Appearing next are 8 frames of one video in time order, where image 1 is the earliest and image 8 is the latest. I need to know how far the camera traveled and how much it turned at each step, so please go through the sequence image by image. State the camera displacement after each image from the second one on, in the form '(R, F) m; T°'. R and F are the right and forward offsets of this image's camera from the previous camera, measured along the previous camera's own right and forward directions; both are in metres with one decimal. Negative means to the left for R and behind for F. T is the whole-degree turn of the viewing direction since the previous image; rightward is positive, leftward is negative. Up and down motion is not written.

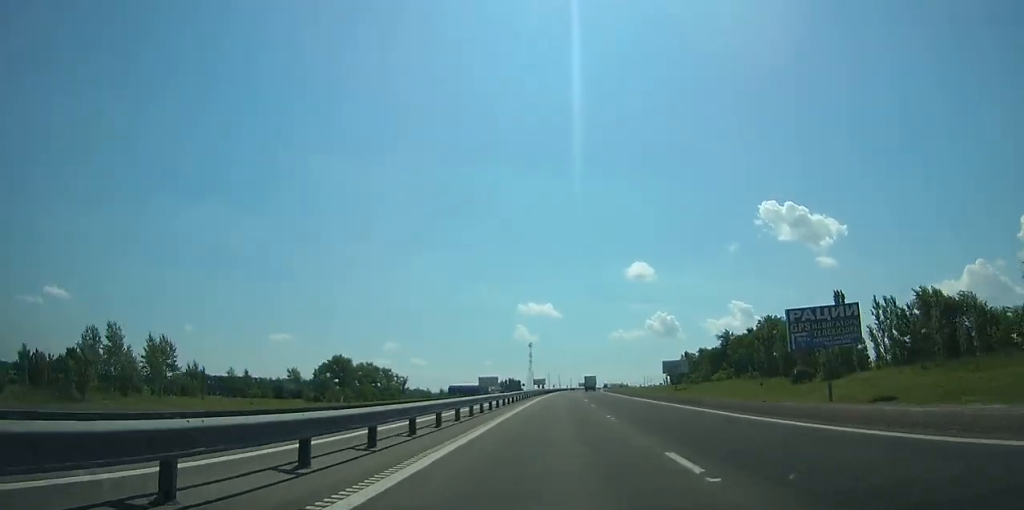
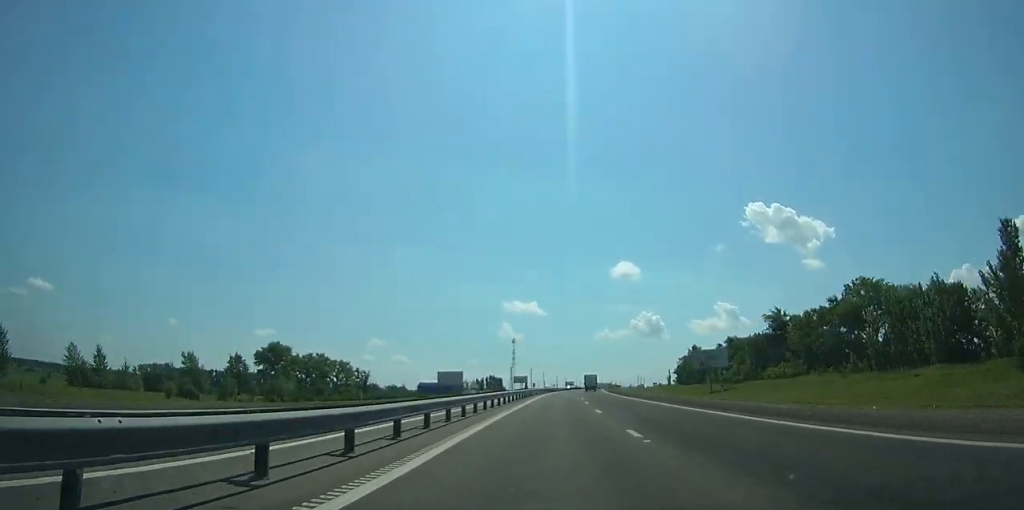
(+0.7, +41.2) m; +1°
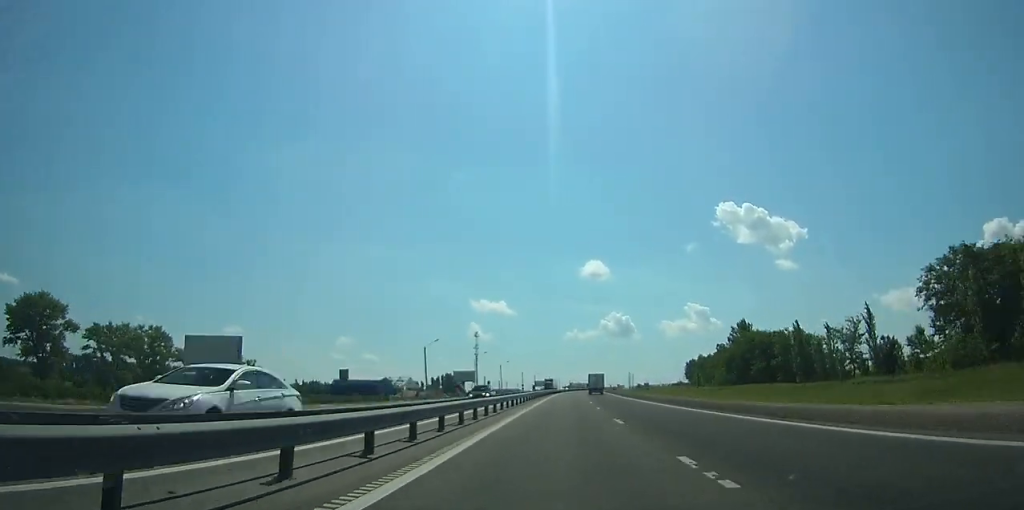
(+2.1, +87.4) m; +3°
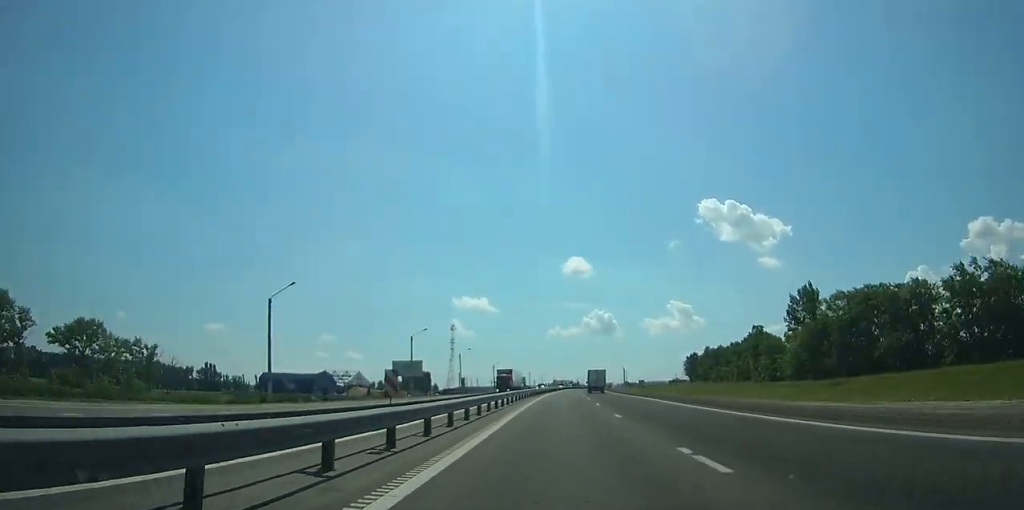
(+0.2, +49.0) m; +2°
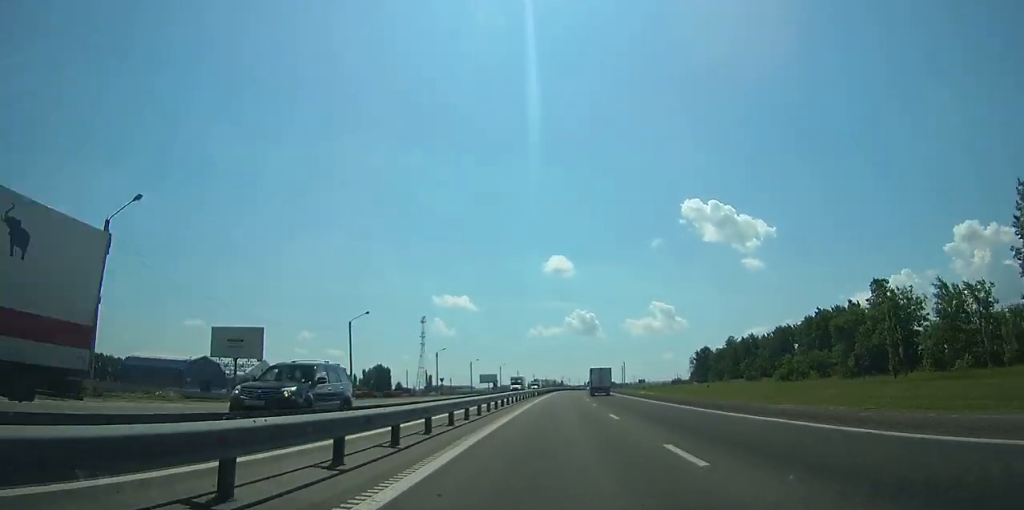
(+1.2, +59.7) m; +2°
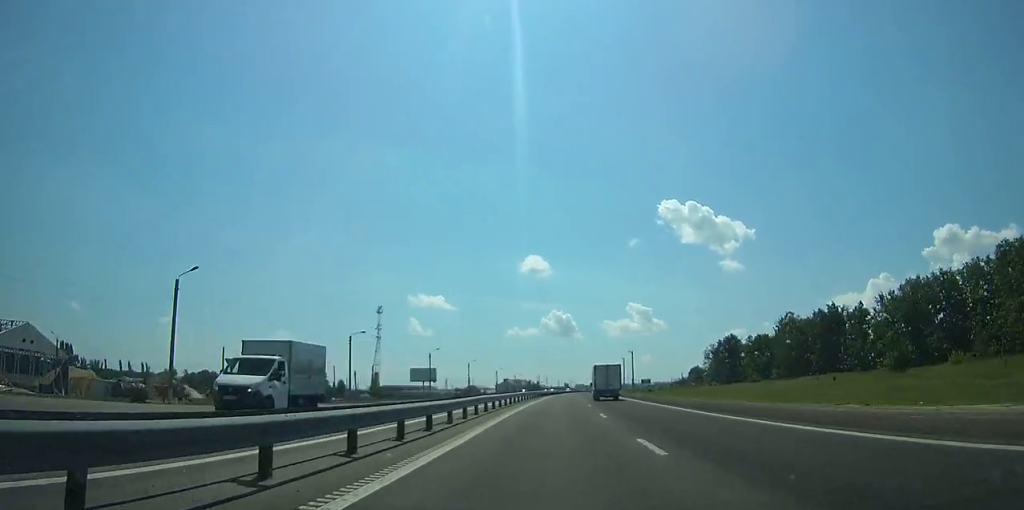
(+1.5, +71.5) m; +2°
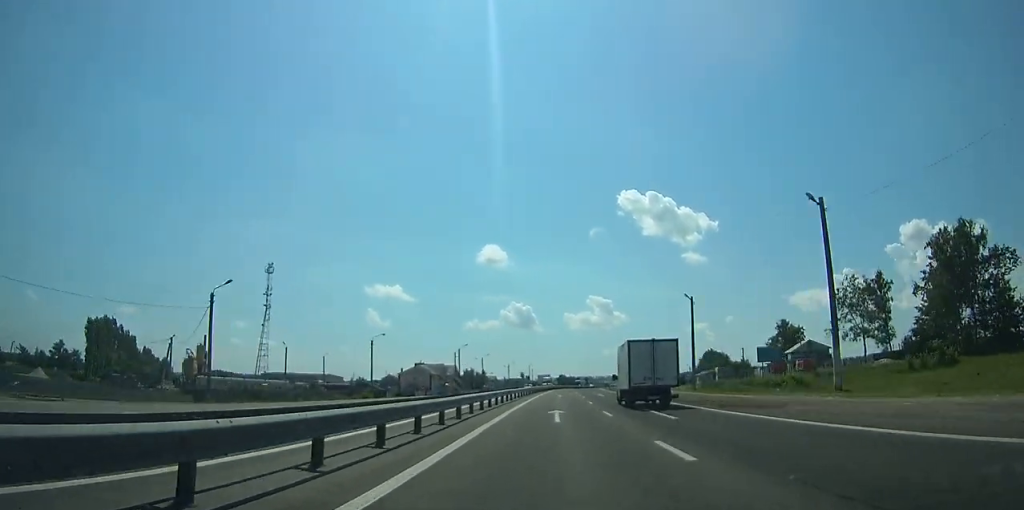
(+4.2, +129.2) m; +4°
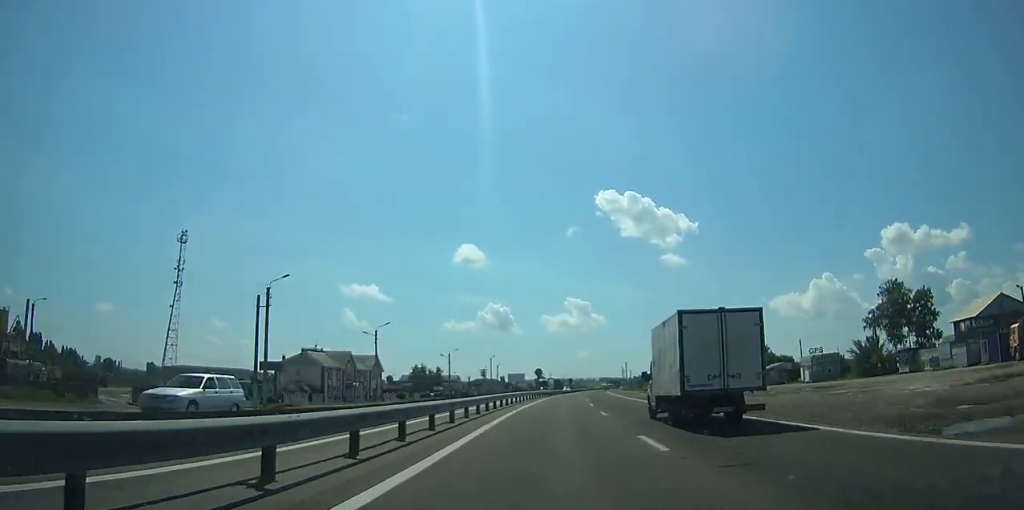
(+1.1, +67.4) m; +2°
